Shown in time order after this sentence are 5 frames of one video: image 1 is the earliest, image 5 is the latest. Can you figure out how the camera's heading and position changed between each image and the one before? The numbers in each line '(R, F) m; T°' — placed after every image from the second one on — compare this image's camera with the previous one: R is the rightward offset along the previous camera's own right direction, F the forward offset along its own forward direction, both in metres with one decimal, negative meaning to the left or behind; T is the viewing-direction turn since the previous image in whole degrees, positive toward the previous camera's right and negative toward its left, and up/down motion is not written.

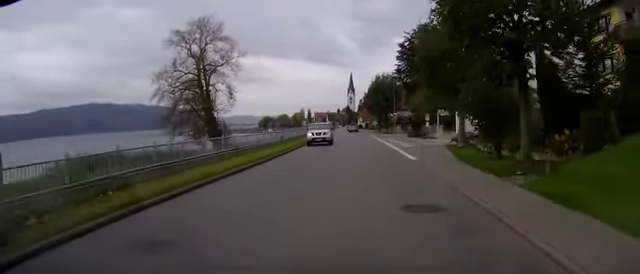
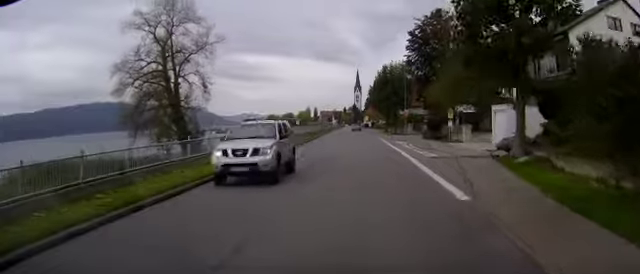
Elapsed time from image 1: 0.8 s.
(-0.1, +11.0) m; -1°
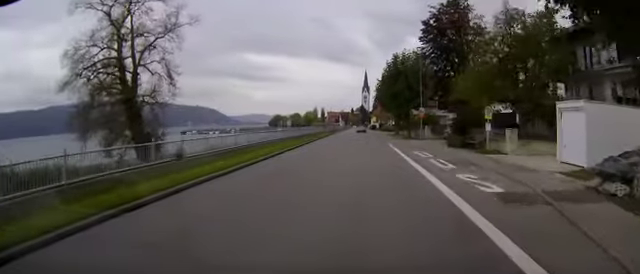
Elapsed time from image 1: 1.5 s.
(-0.1, +10.1) m; -1°
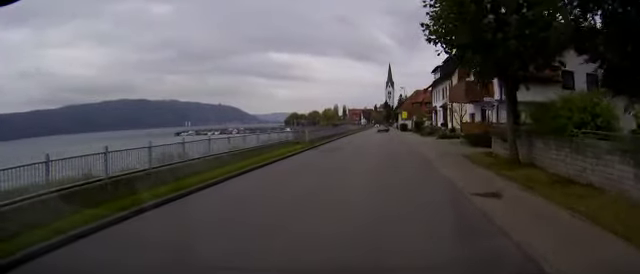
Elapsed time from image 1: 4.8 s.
(-1.2, +45.5) m; -2°
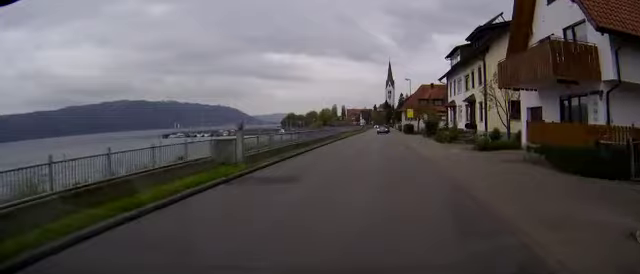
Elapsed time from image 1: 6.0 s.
(0.0, +16.1) m; 0°
